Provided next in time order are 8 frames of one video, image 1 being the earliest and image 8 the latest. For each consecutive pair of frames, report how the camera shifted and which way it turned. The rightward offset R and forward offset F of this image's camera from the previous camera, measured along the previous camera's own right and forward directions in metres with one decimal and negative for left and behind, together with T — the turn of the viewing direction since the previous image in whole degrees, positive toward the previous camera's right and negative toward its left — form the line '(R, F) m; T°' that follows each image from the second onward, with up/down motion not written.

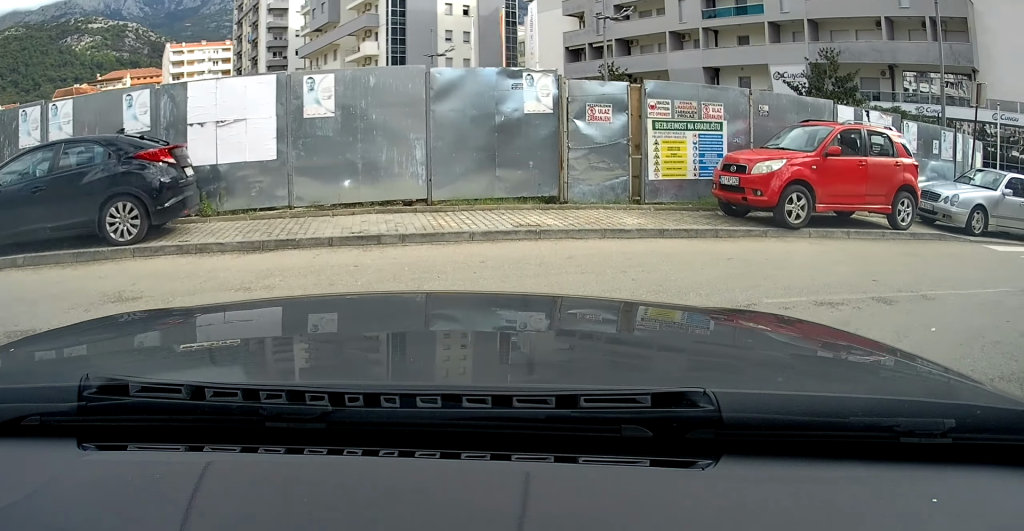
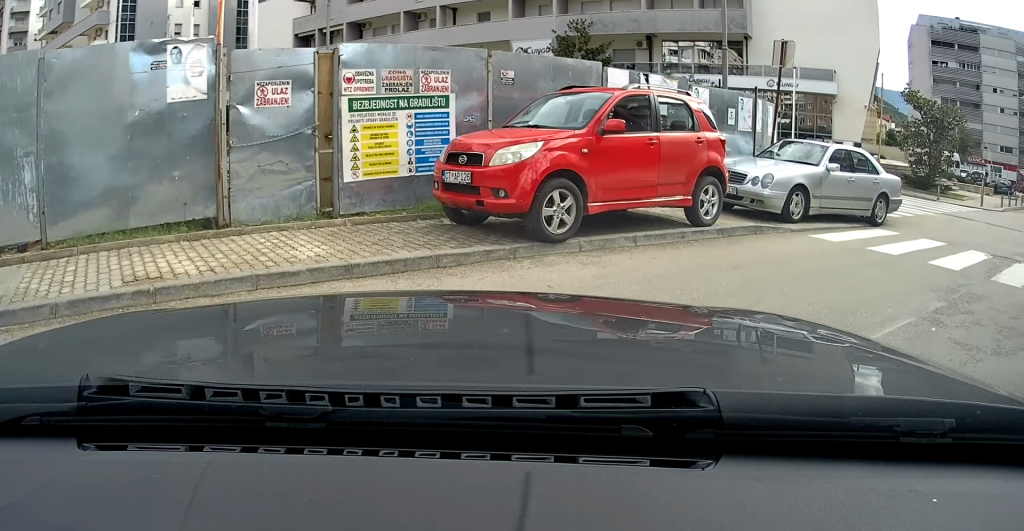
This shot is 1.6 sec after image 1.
(+1.1, +4.3) m; +26°
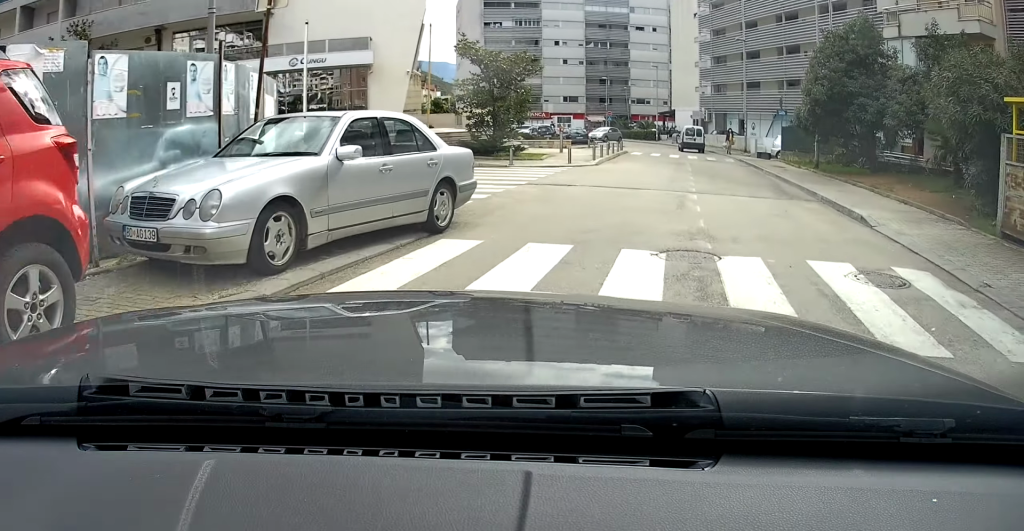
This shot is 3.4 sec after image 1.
(+1.5, +5.5) m; +25°
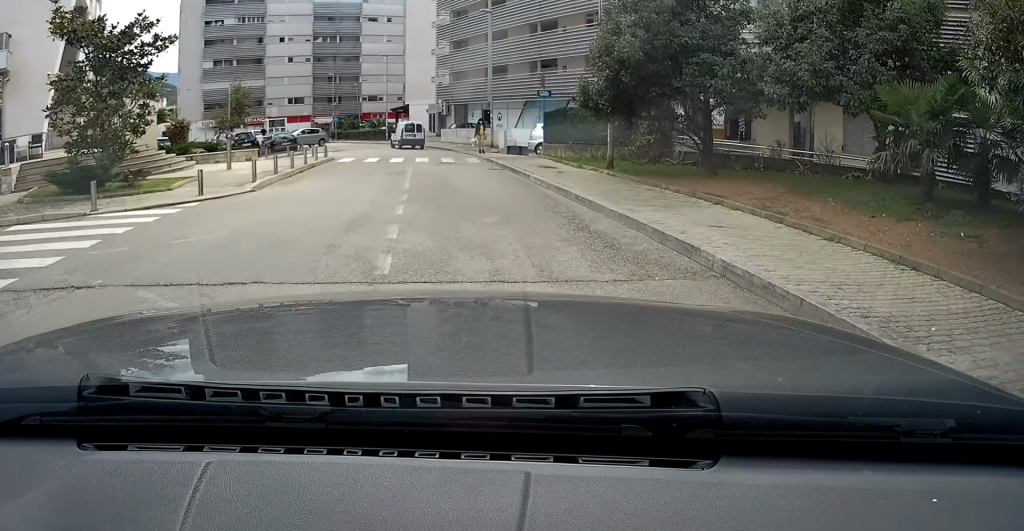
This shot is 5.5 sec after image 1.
(+1.7, +8.4) m; +15°
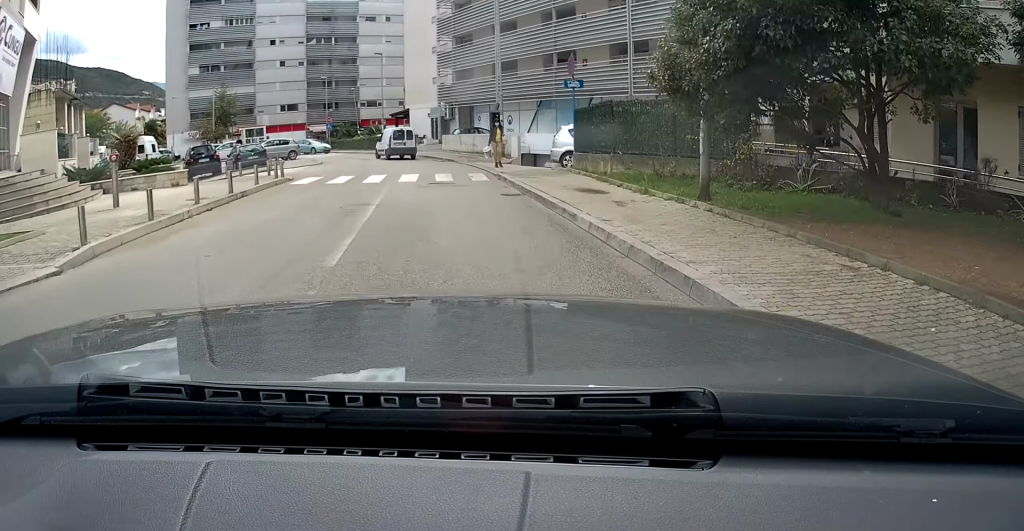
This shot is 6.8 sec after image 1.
(+0.3, +6.2) m; +2°
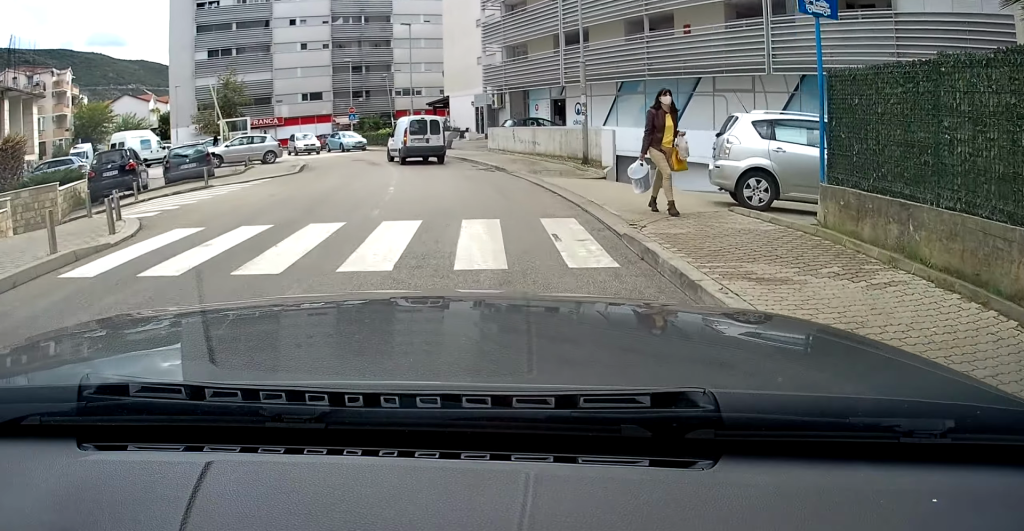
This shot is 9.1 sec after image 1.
(-0.5, +11.0) m; -11°
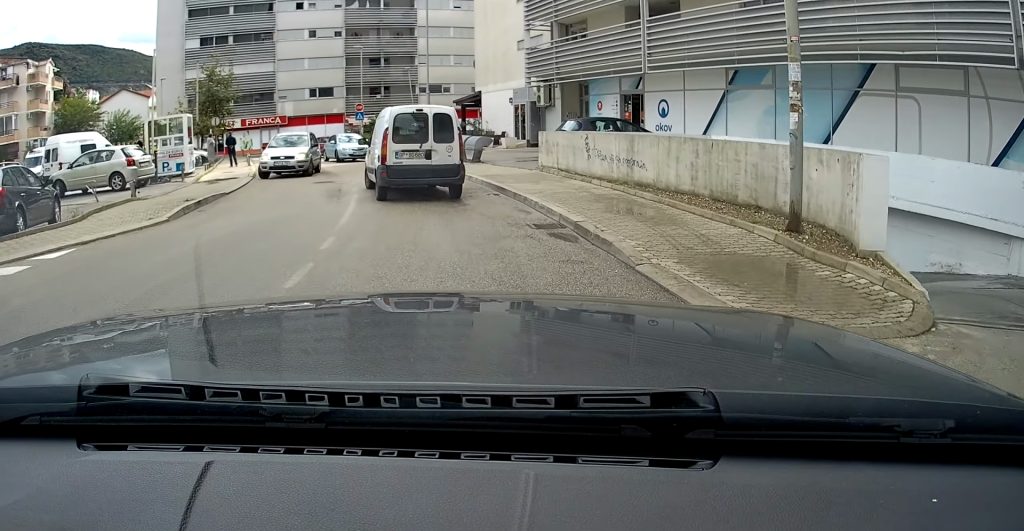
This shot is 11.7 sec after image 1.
(-2.0, +11.1) m; -14°
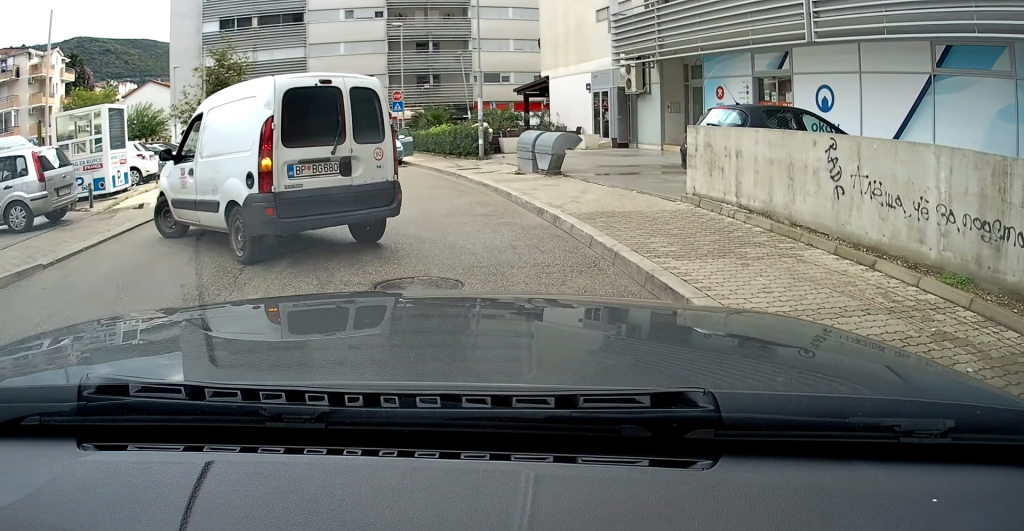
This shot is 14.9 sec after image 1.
(+0.2, +11.1) m; +8°
